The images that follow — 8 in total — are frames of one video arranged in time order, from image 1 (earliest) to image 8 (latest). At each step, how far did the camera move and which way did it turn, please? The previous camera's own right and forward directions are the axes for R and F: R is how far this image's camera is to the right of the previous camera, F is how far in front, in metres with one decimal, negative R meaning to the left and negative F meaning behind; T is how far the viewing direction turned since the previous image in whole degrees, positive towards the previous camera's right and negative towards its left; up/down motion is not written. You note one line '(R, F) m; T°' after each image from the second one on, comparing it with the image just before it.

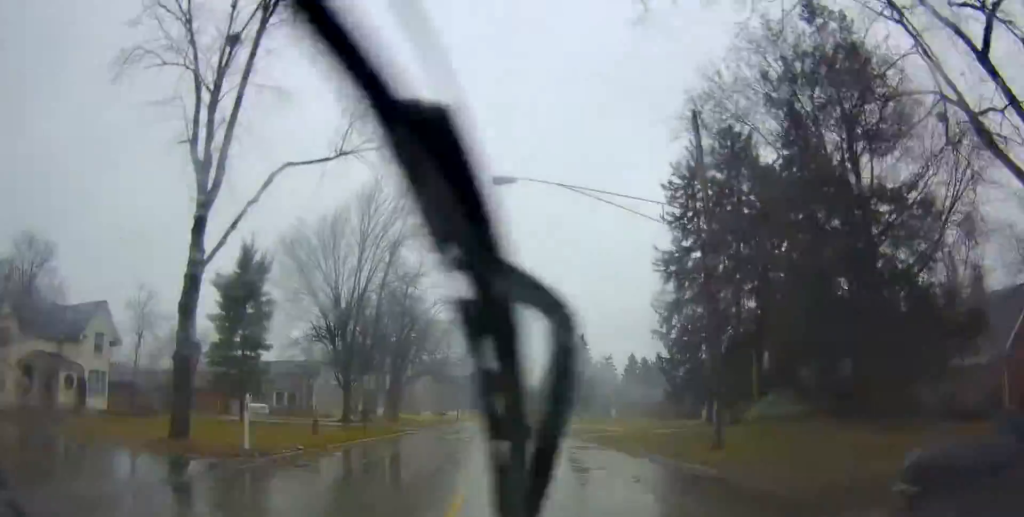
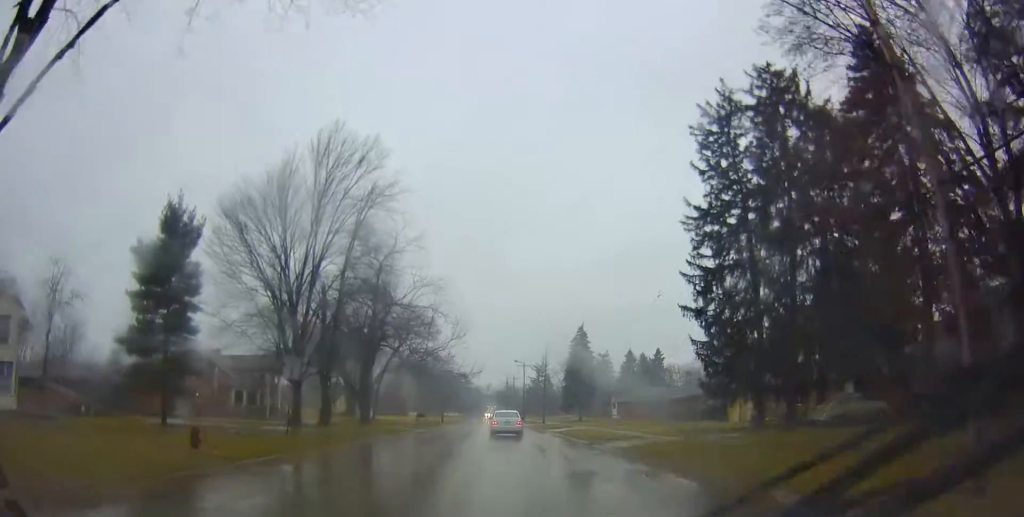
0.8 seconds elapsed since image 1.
(+0.1, +10.2) m; +1°
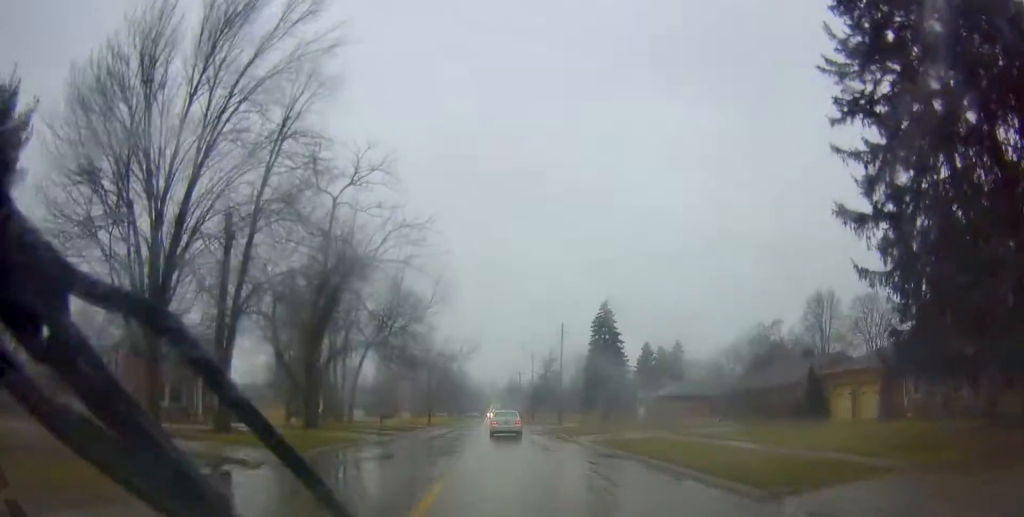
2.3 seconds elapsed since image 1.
(+0.3, +18.0) m; +1°
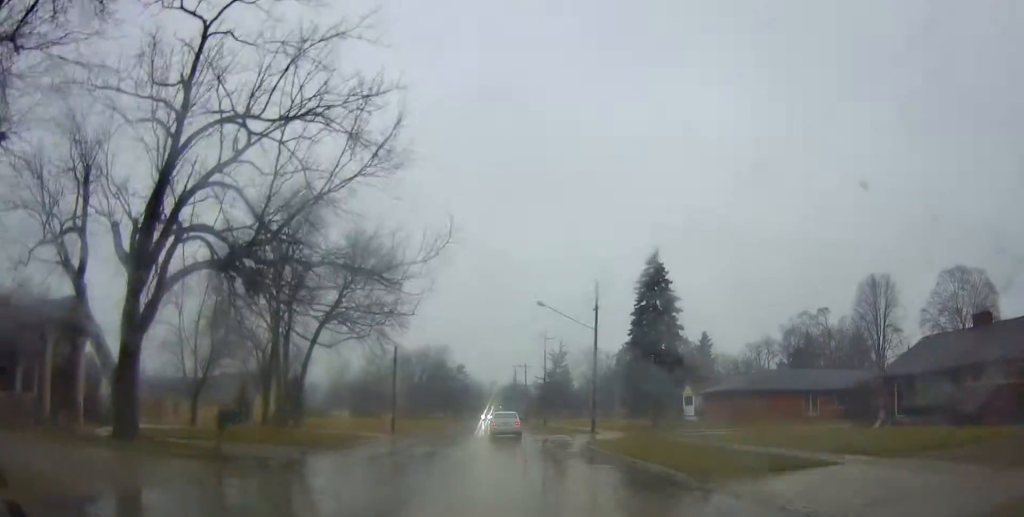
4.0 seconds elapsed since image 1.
(-1.1, +22.1) m; -4°
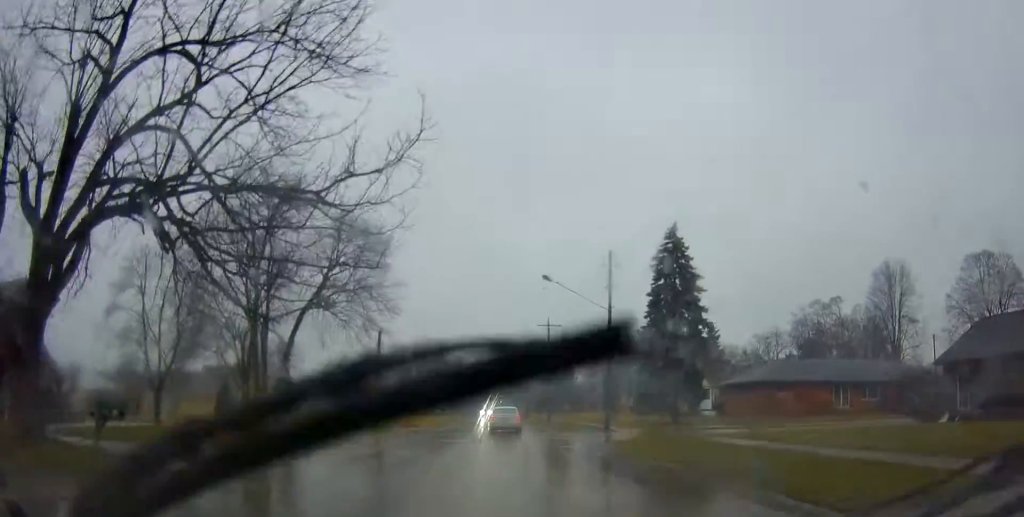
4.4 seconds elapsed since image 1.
(-0.2, +5.5) m; 0°
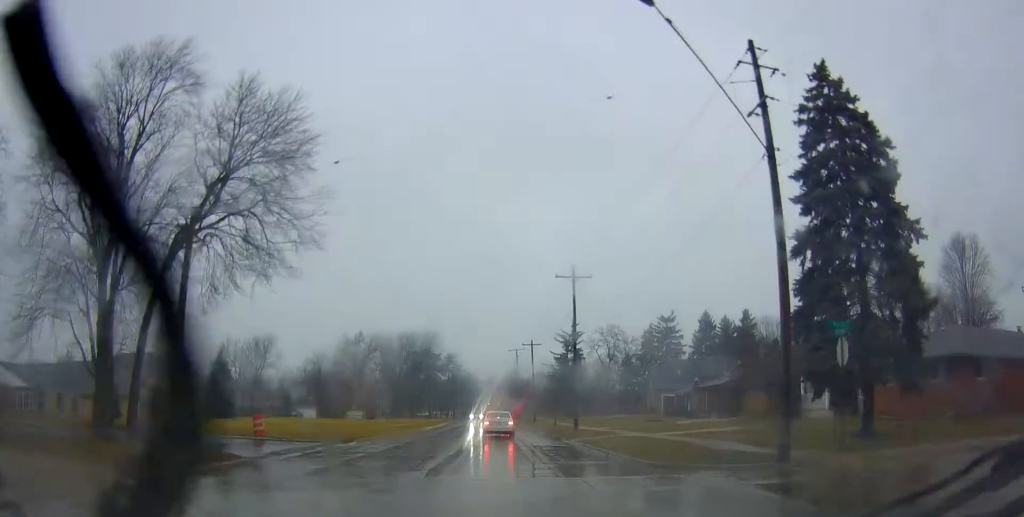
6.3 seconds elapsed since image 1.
(-0.1, +23.2) m; 0°
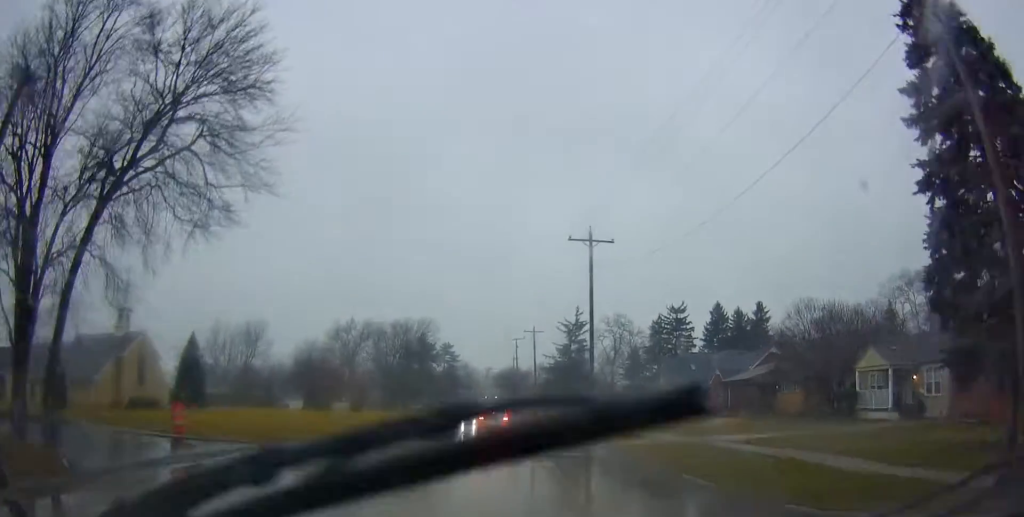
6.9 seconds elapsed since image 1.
(+0.4, +7.6) m; +2°
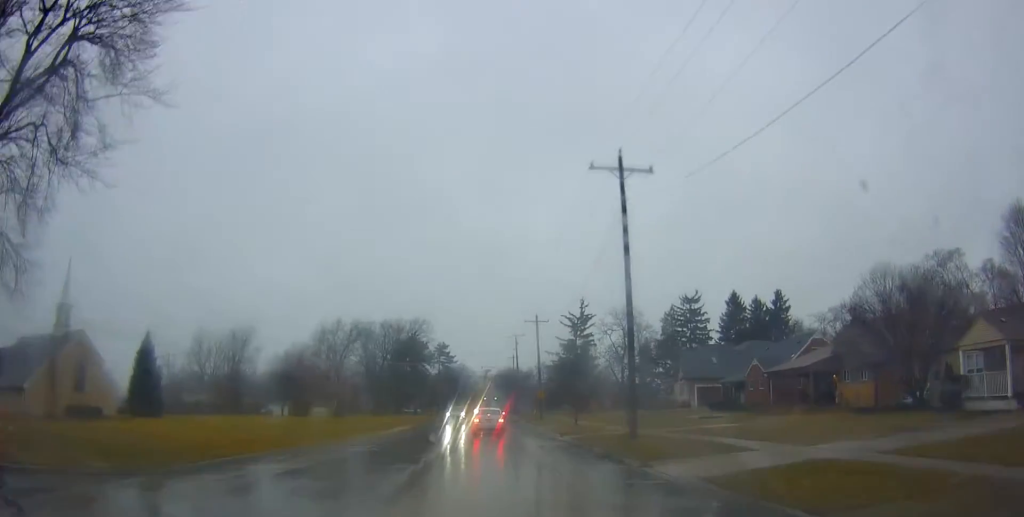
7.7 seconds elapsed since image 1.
(+0.3, +10.2) m; +1°
